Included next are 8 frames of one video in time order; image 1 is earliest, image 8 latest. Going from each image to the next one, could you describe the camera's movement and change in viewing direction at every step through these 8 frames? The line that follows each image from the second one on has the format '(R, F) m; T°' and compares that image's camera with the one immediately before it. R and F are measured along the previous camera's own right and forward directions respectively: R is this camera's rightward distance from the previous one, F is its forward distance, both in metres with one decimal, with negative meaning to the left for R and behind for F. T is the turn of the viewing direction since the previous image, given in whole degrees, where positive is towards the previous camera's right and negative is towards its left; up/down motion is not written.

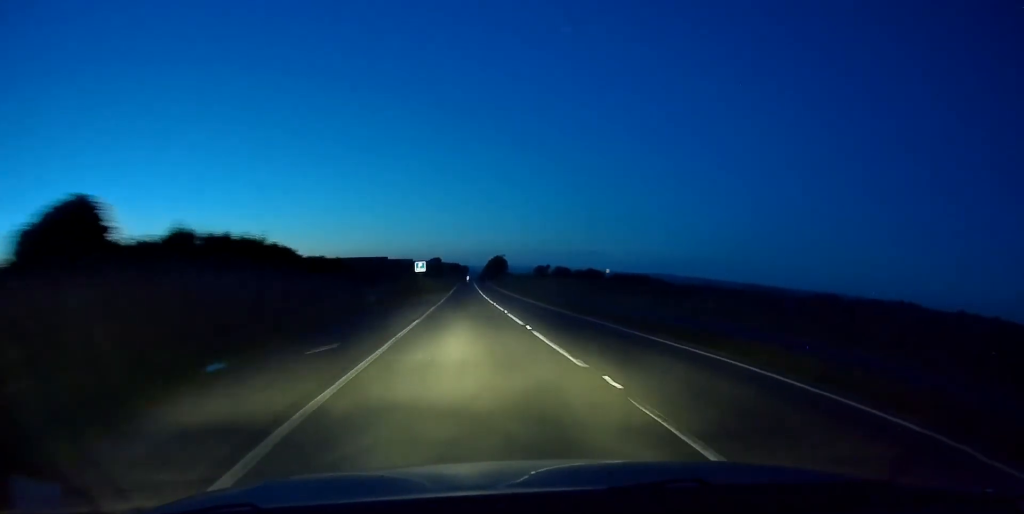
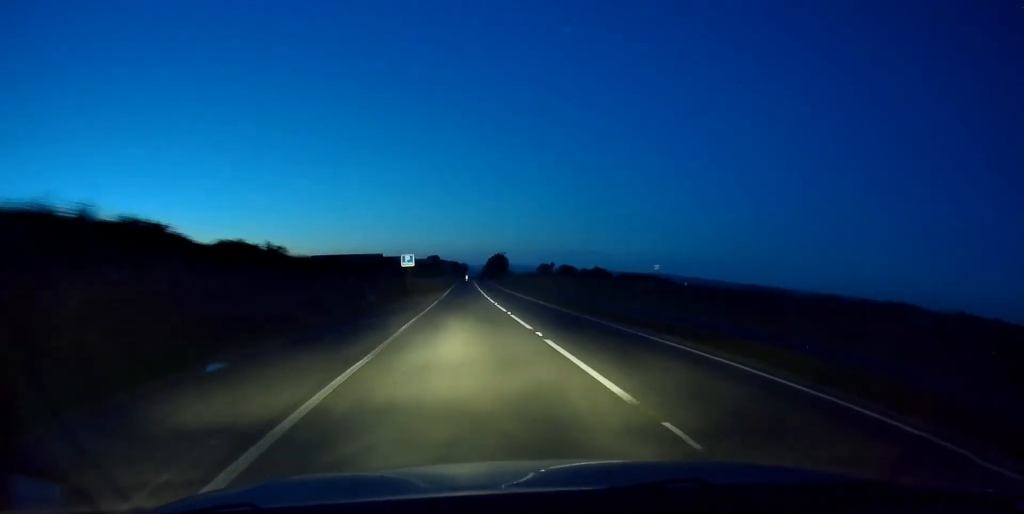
(+0.1, +11.2) m; 0°
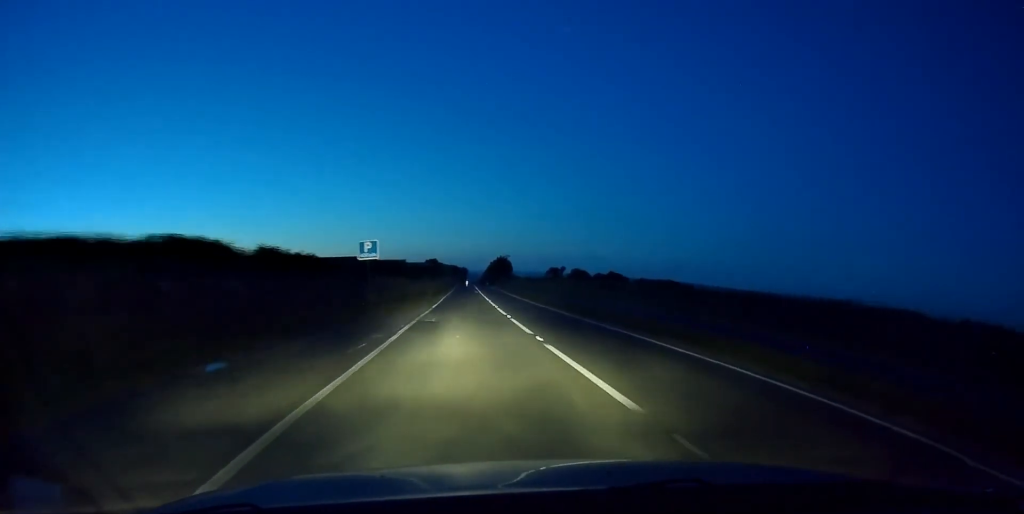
(-0.1, +17.4) m; 0°
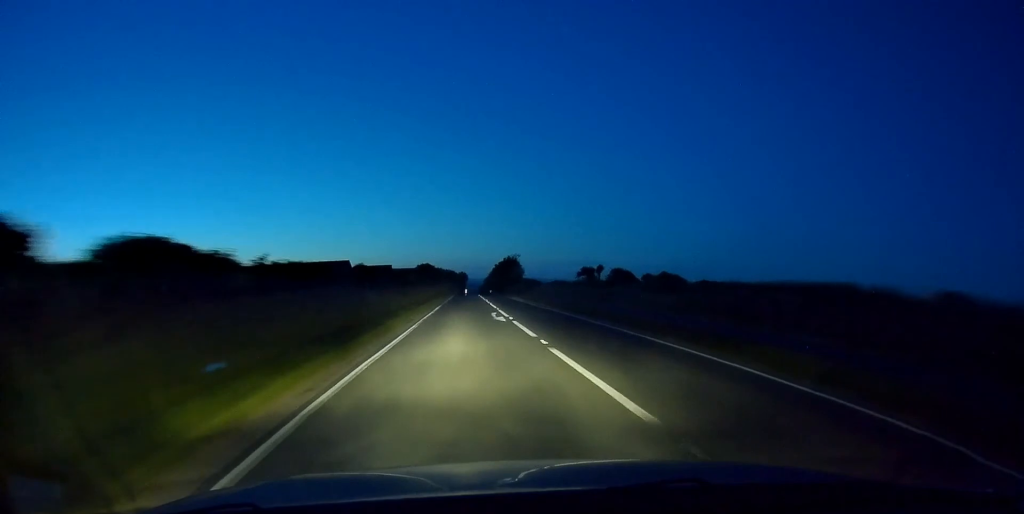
(+0.5, +42.1) m; +1°
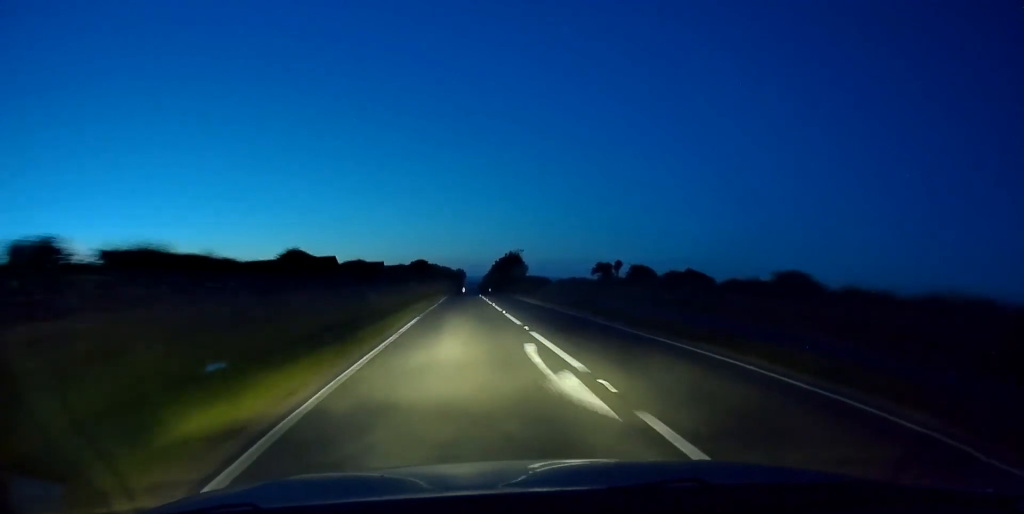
(+0.1, +13.1) m; 0°
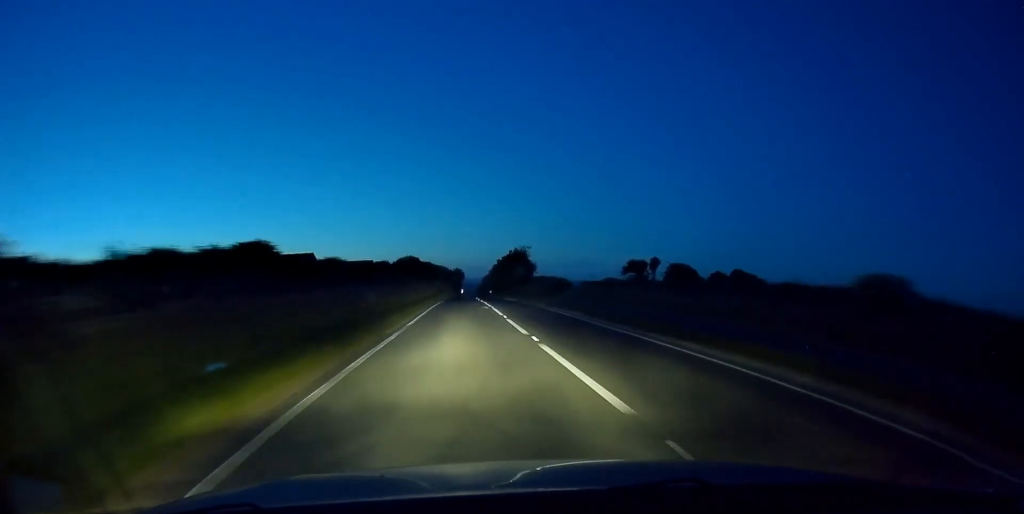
(-0.4, +31.2) m; -1°
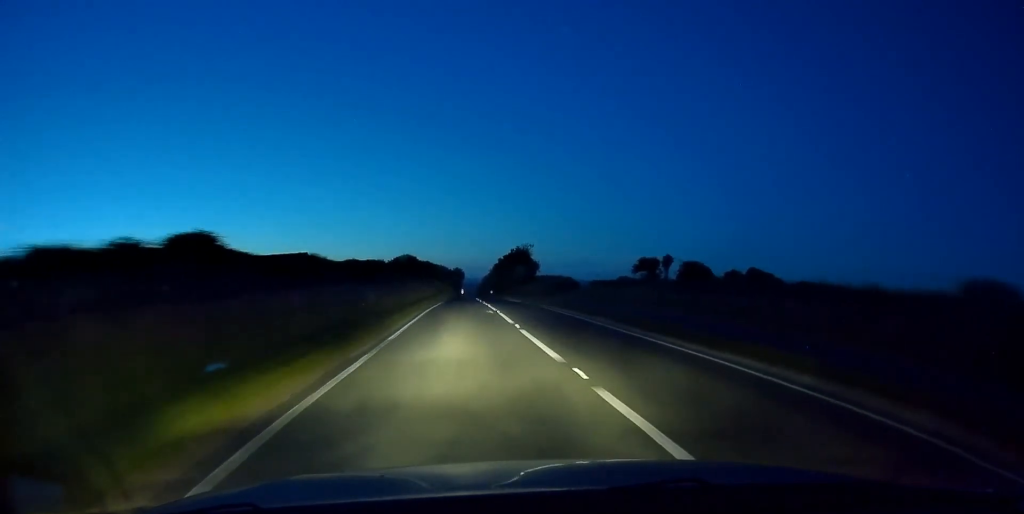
(0.0, +9.7) m; 0°
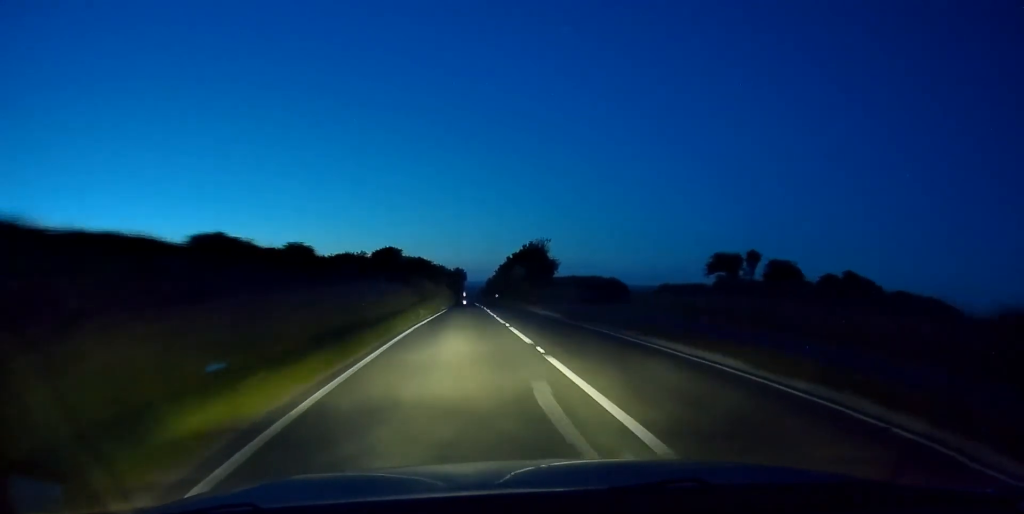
(+0.1, +20.1) m; 0°
